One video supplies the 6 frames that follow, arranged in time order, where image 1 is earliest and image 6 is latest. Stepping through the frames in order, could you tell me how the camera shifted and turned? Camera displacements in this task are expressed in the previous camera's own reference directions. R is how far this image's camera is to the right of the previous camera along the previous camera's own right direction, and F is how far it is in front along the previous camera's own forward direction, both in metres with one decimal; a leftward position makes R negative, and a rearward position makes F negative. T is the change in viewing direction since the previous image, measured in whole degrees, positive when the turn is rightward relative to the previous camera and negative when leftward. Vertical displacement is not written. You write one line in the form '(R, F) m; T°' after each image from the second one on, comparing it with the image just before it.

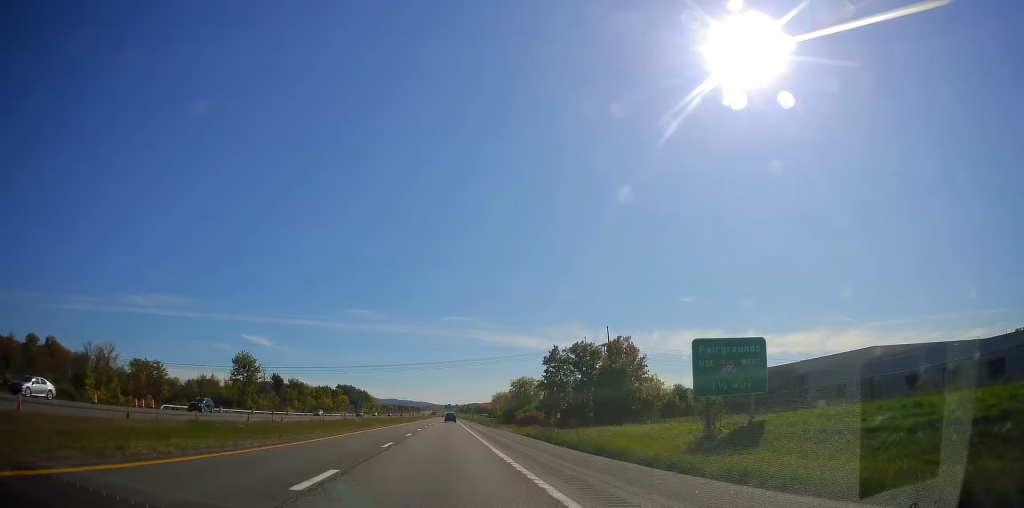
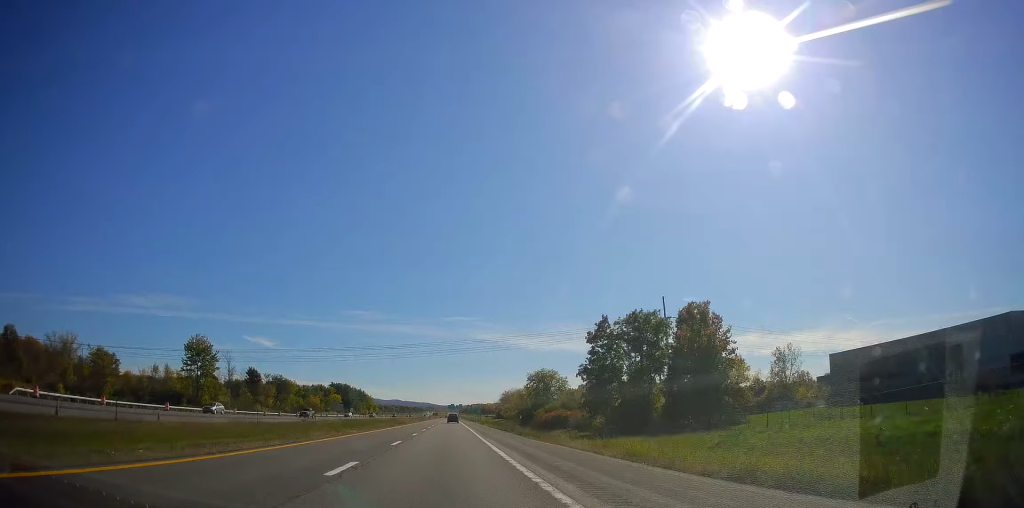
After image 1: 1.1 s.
(+0.1, +33.6) m; 0°
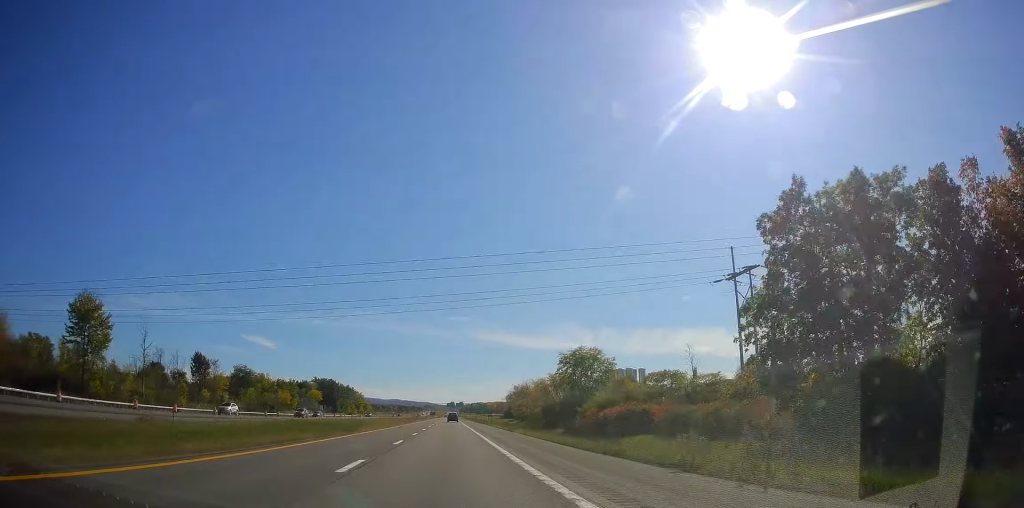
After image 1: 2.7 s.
(0.0, +46.2) m; 0°
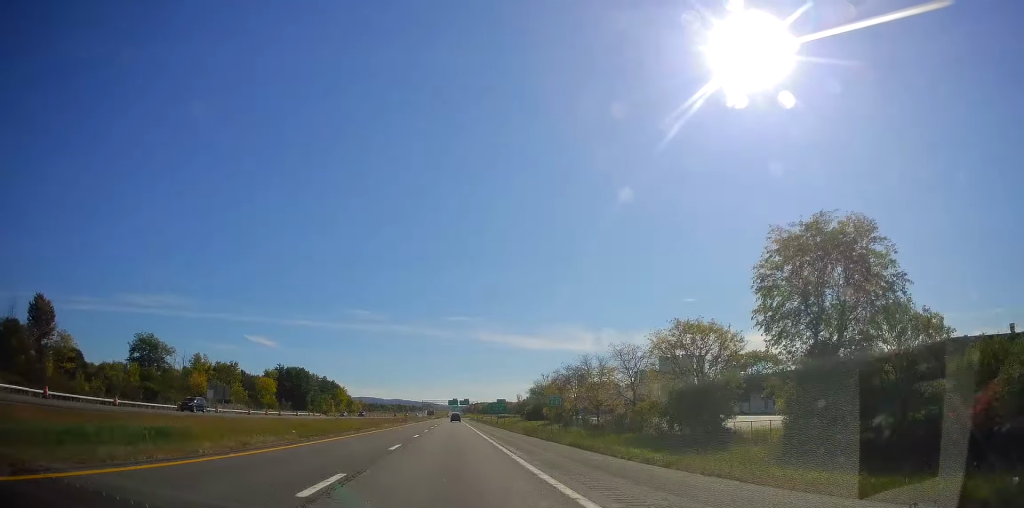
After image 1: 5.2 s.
(-0.8, +73.5) m; 0°
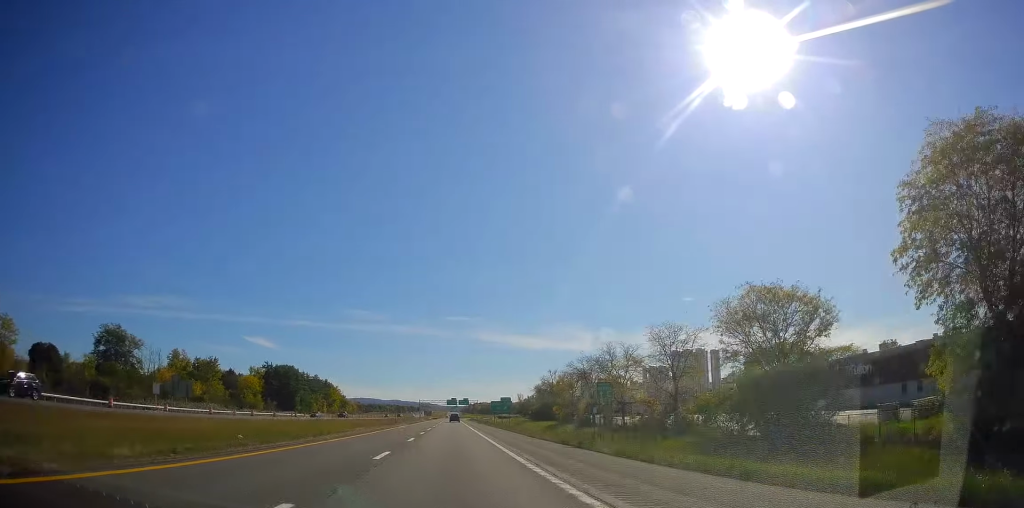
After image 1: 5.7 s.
(+0.4, +15.7) m; 0°
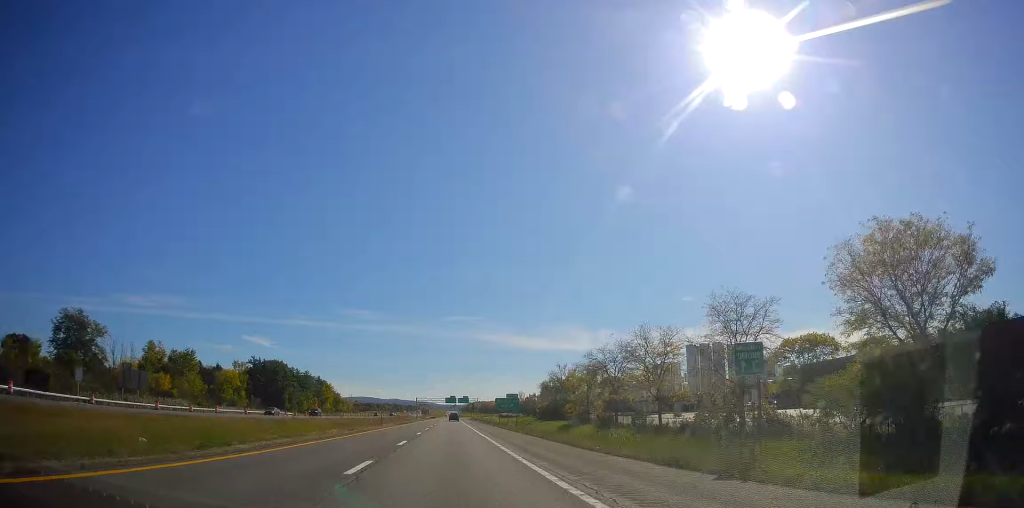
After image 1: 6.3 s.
(+0.3, +15.7) m; 0°
